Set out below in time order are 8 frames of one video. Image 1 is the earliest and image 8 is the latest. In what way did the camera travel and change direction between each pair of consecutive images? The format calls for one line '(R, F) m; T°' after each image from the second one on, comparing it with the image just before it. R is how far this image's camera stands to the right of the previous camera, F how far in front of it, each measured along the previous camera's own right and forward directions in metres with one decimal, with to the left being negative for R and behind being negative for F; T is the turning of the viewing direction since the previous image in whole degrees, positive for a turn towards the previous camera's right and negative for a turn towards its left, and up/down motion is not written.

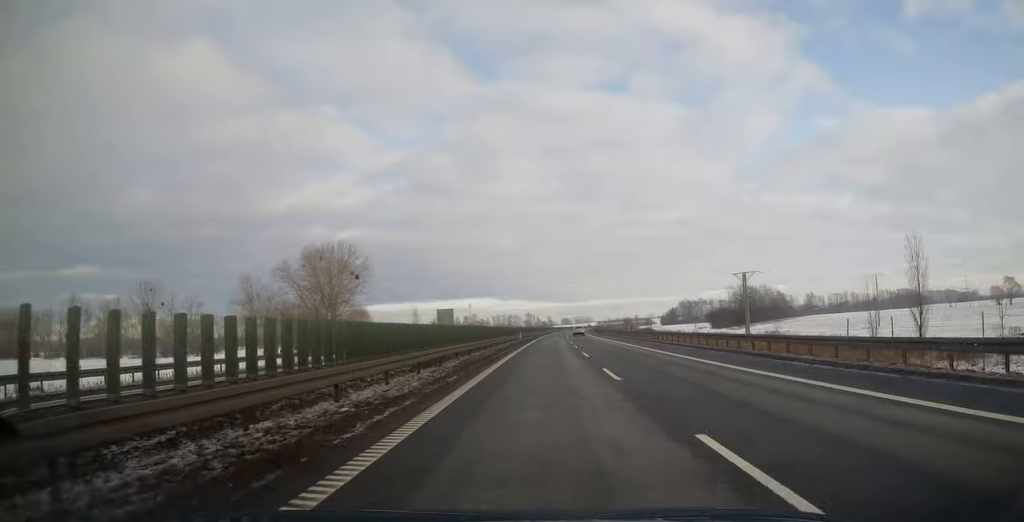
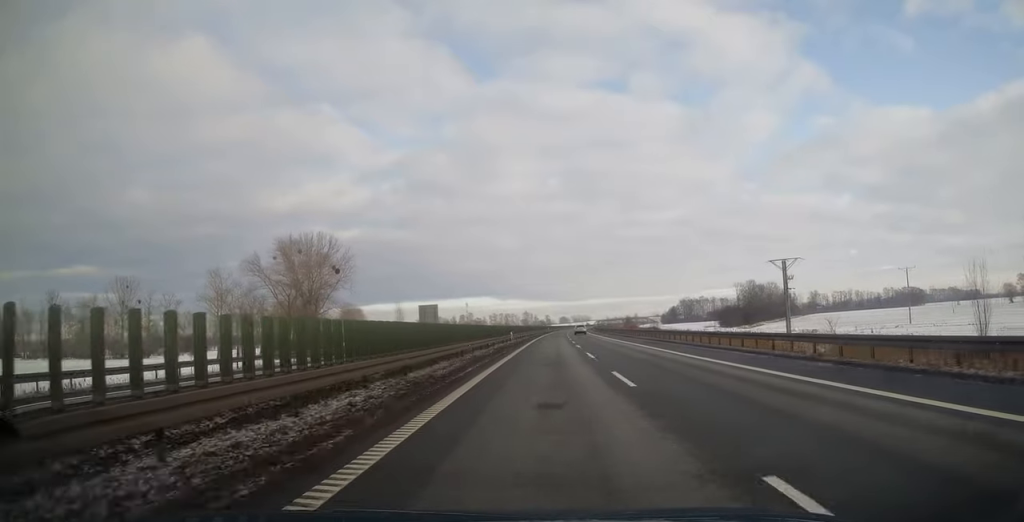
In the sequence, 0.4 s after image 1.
(+0.2, +15.6) m; 0°
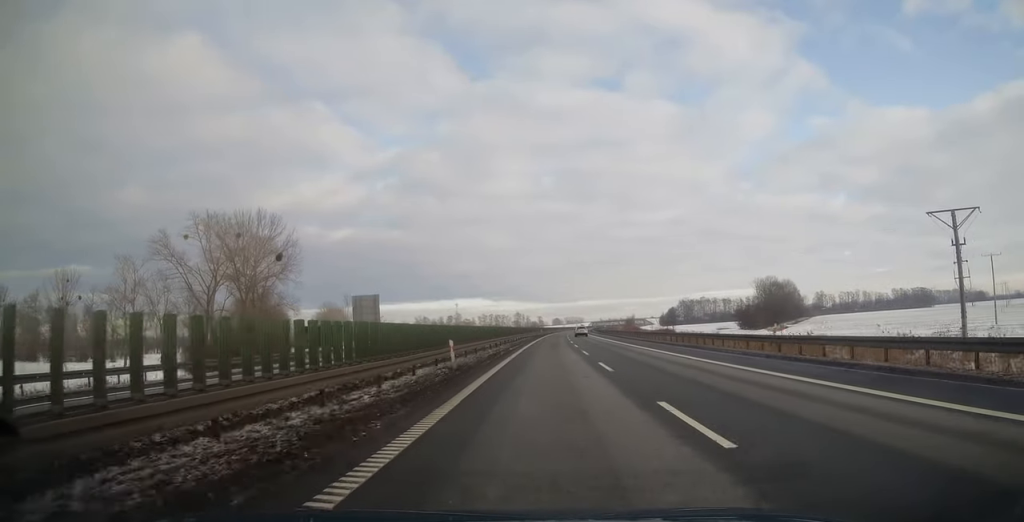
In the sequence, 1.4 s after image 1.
(+0.3, +35.2) m; +1°
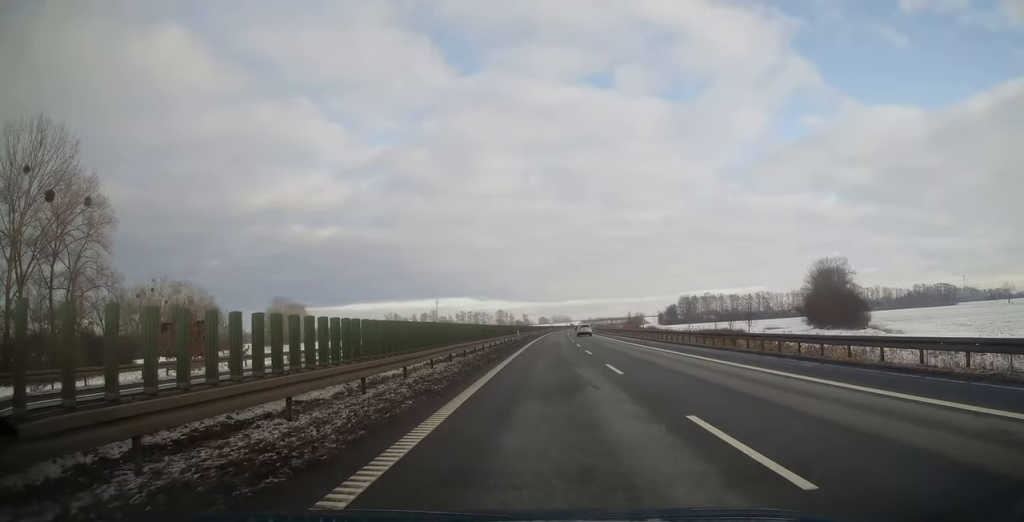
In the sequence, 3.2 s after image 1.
(+0.6, +64.8) m; +1°
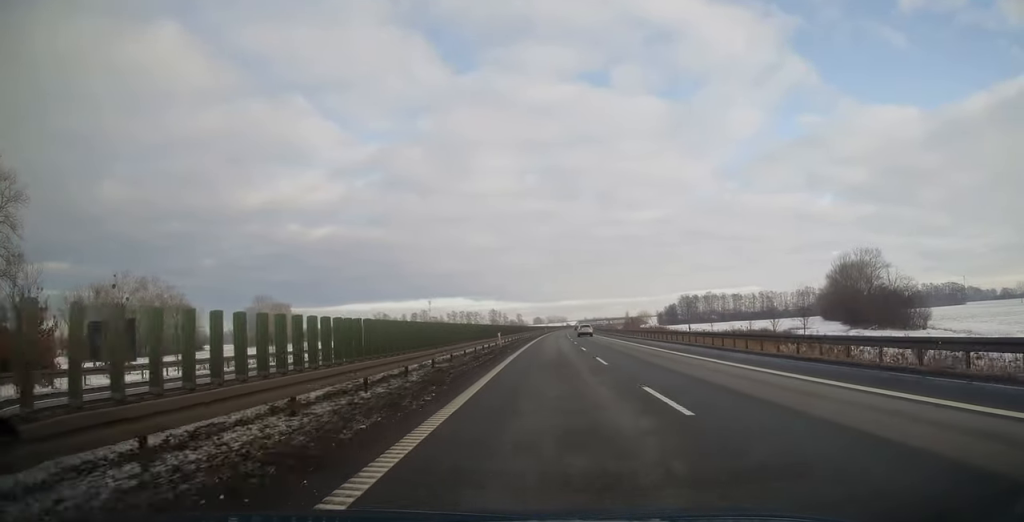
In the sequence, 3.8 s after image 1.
(+0.1, +18.3) m; +1°
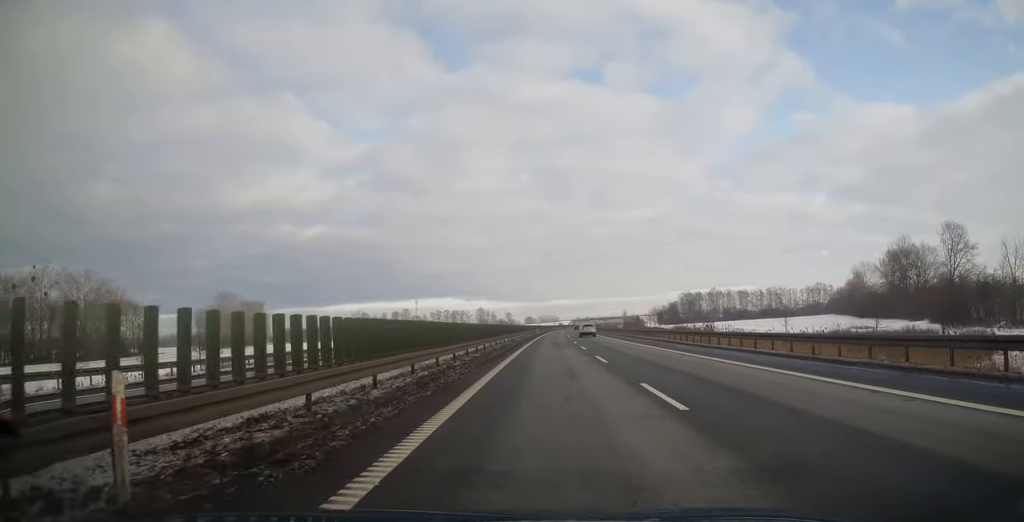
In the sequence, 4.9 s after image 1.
(+0.3, +32.8) m; +1°
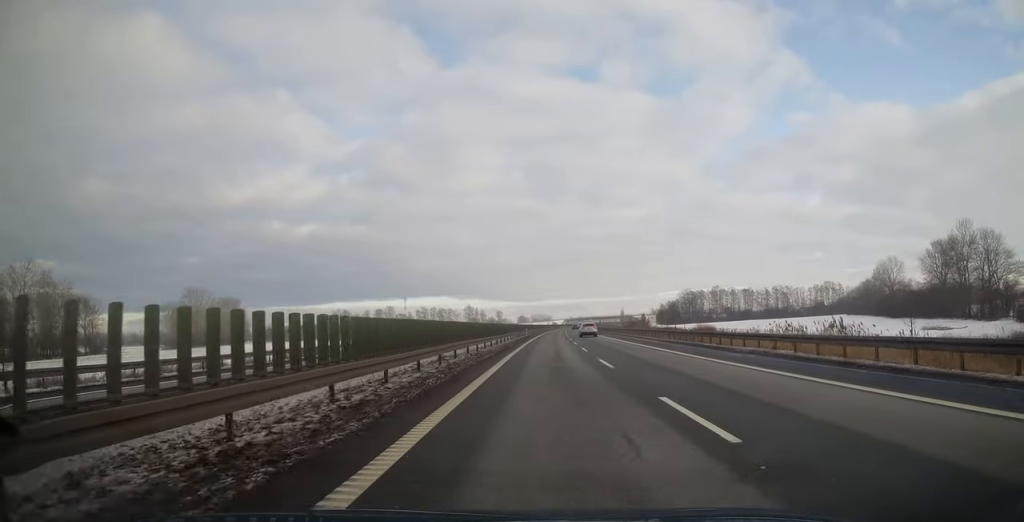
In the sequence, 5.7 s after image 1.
(+0.1, +26.7) m; +1°
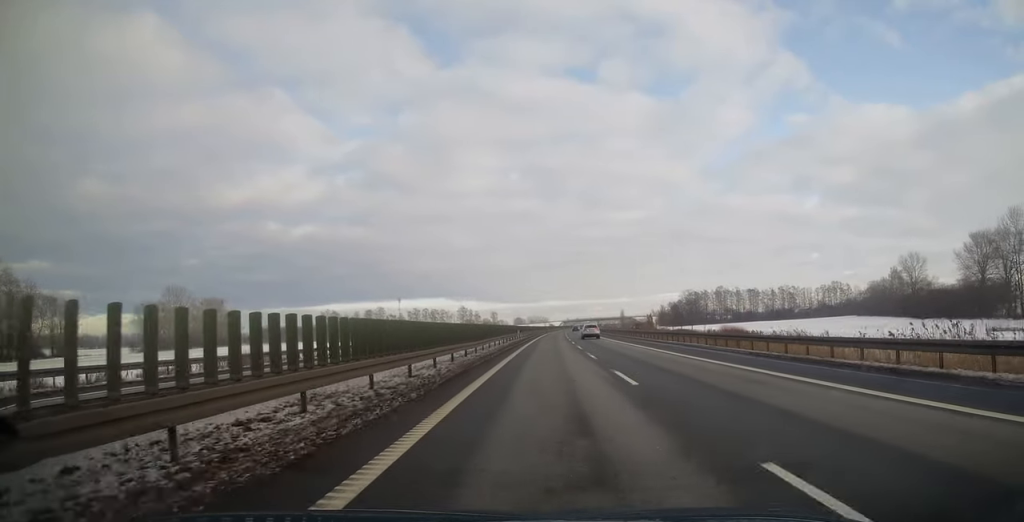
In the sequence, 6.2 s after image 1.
(+0.1, +18.4) m; 0°
